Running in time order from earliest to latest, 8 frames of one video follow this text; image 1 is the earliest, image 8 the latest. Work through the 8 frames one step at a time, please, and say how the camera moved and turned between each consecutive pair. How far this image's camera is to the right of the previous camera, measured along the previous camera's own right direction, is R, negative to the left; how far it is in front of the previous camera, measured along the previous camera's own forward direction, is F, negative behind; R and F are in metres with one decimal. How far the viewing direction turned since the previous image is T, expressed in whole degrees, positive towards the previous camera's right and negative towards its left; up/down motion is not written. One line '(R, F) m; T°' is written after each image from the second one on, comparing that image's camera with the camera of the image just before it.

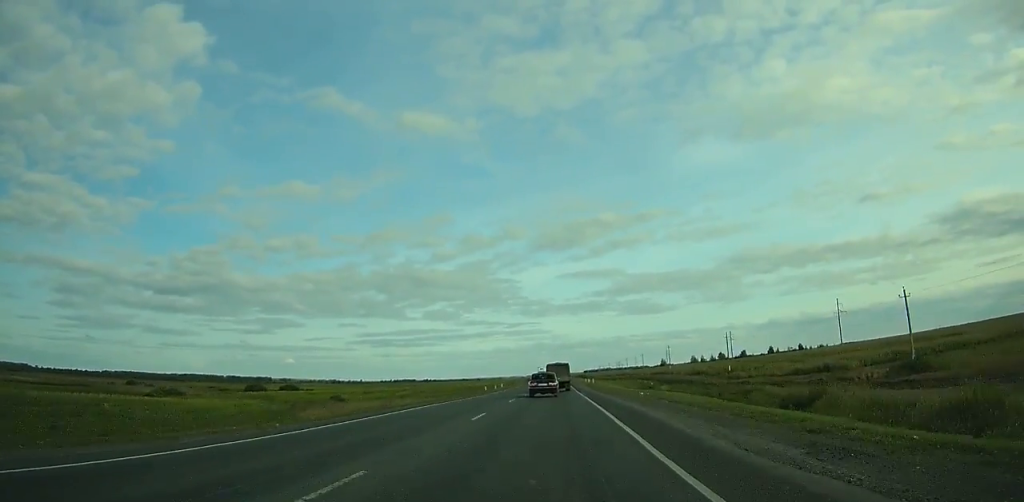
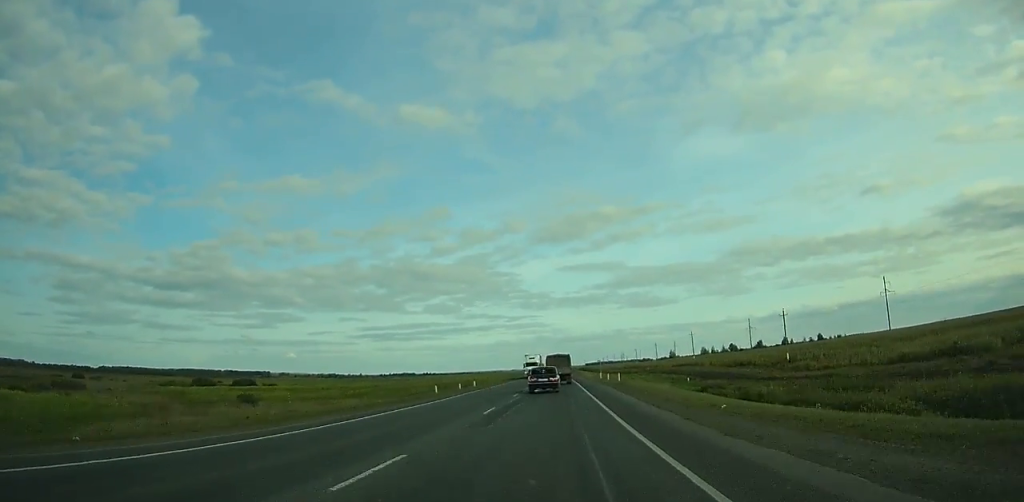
(0.0, +36.7) m; 0°
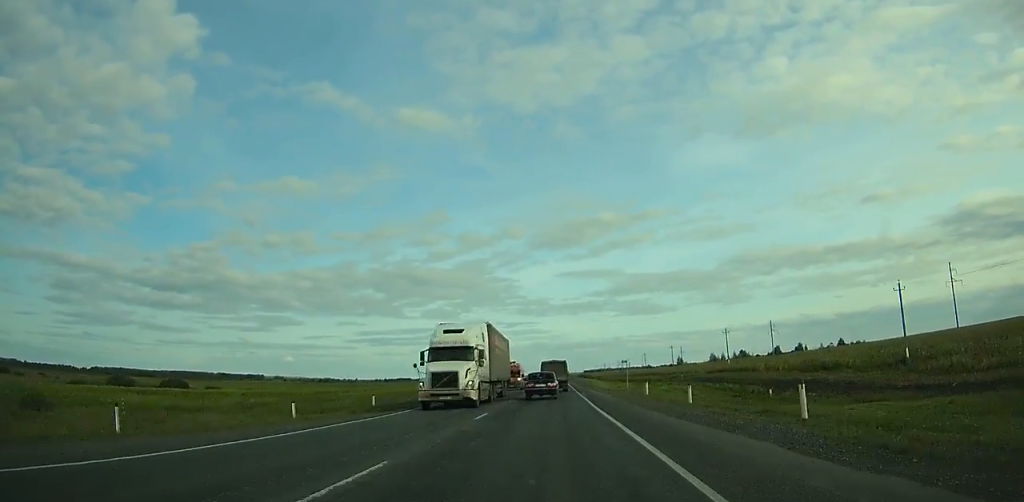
(0.0, +37.3) m; 0°
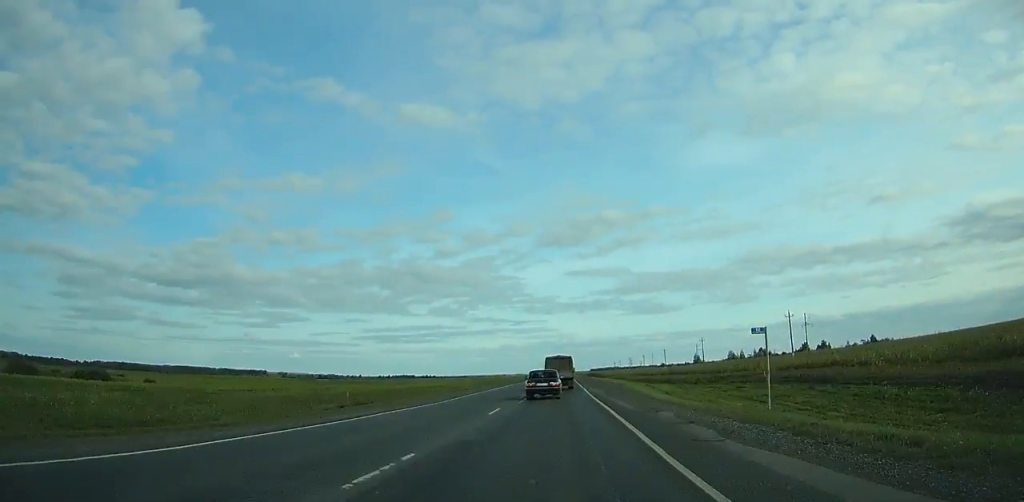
(+0.1, +34.6) m; 0°
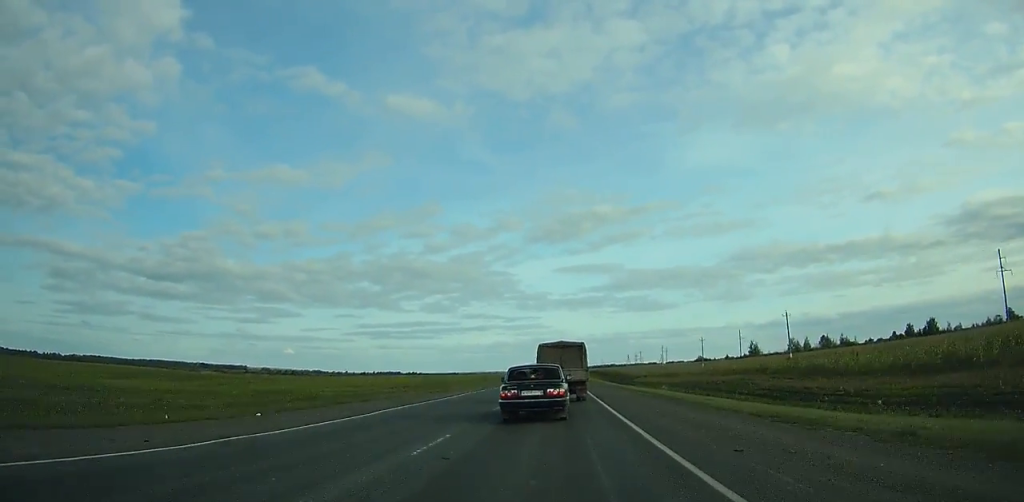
(+0.3, +124.8) m; 0°
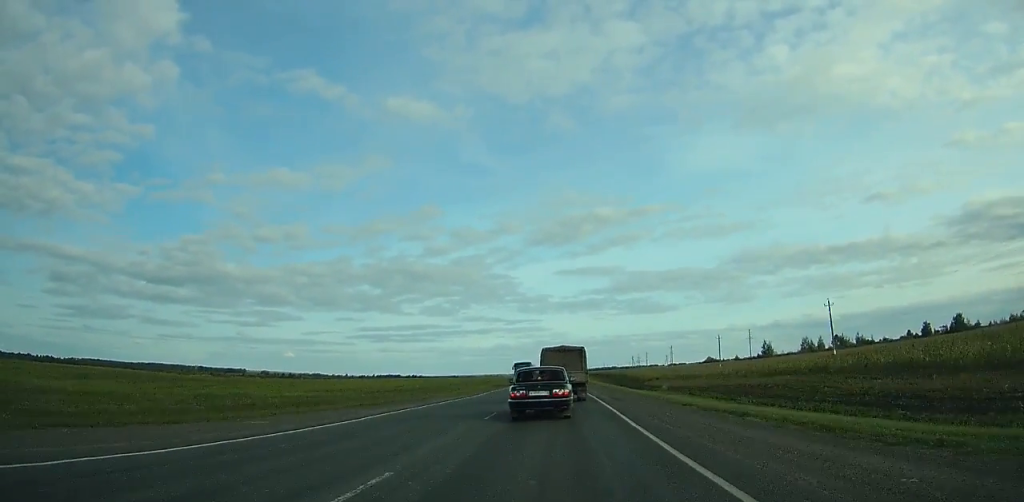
(0.0, +20.6) m; 0°
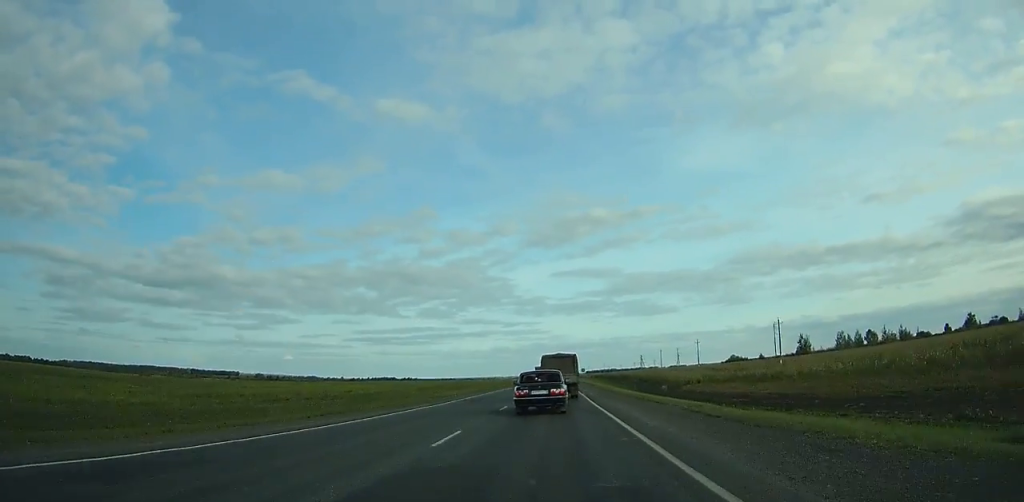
(0.0, +48.0) m; 0°
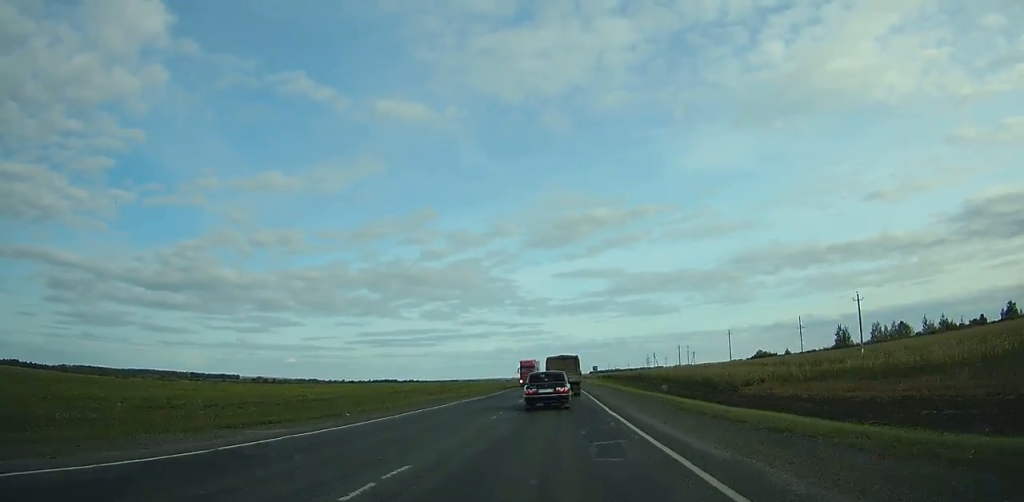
(0.0, +28.8) m; 0°
